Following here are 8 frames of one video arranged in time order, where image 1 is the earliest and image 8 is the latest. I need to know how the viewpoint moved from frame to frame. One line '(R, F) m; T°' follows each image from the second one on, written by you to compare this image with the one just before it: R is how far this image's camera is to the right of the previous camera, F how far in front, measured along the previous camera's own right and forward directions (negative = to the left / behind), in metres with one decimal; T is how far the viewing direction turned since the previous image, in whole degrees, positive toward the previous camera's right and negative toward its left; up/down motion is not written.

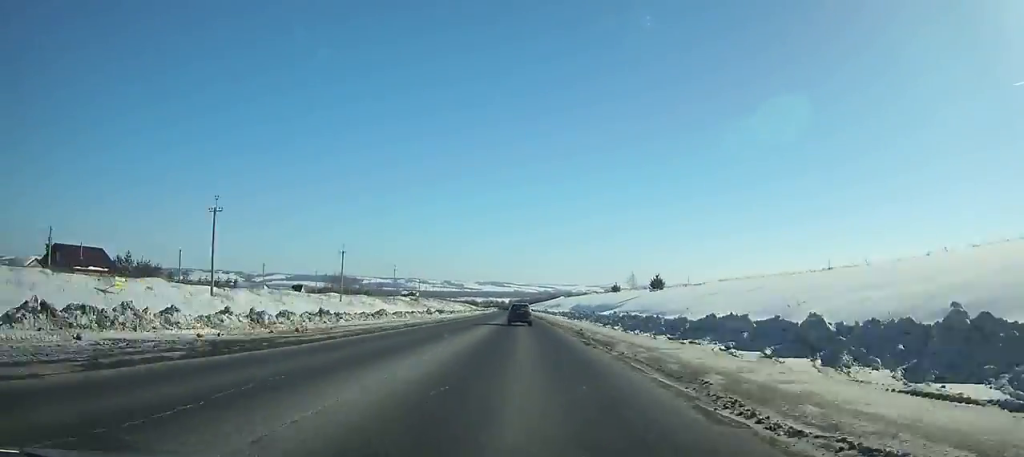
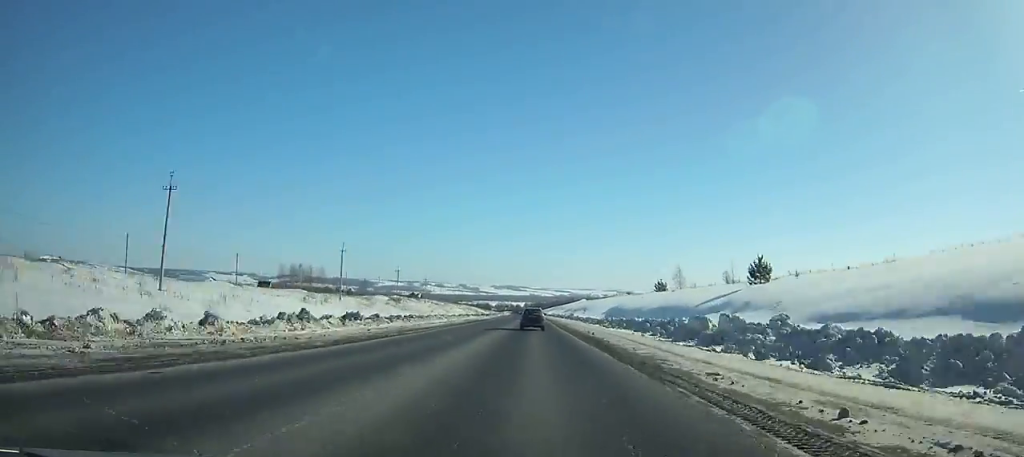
(-0.8, +53.8) m; -1°
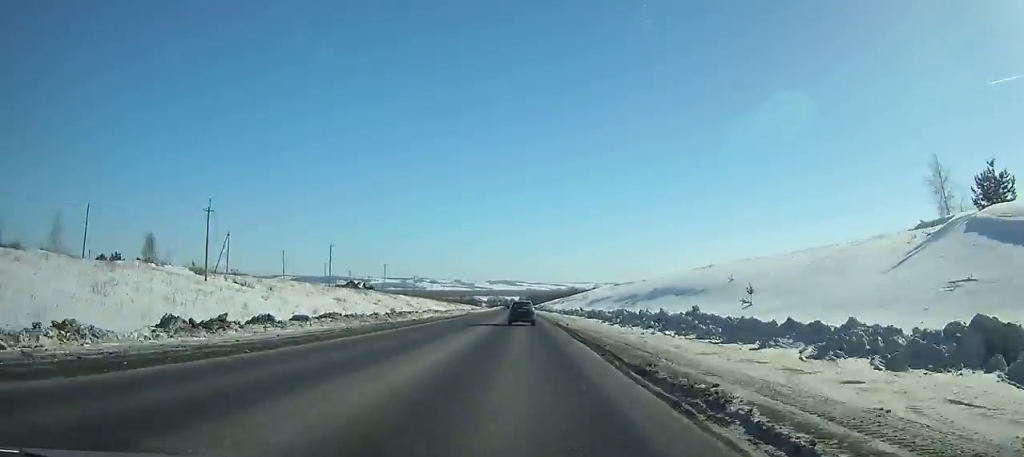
(-0.7, +131.2) m; -1°
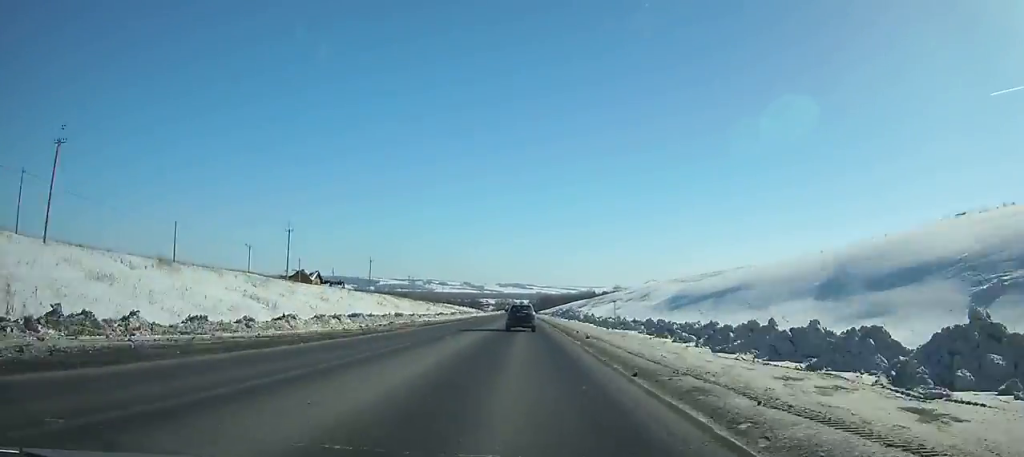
(-0.4, +74.5) m; -1°
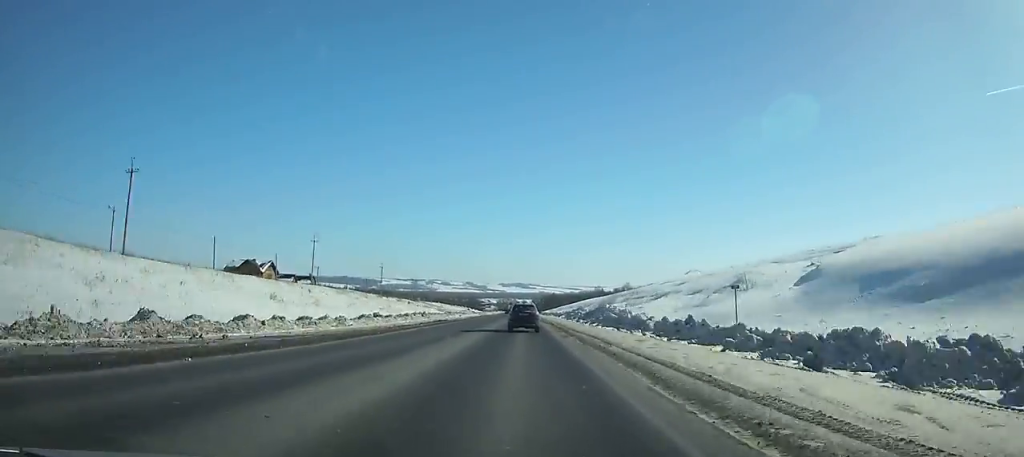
(-0.2, +40.7) m; -1°
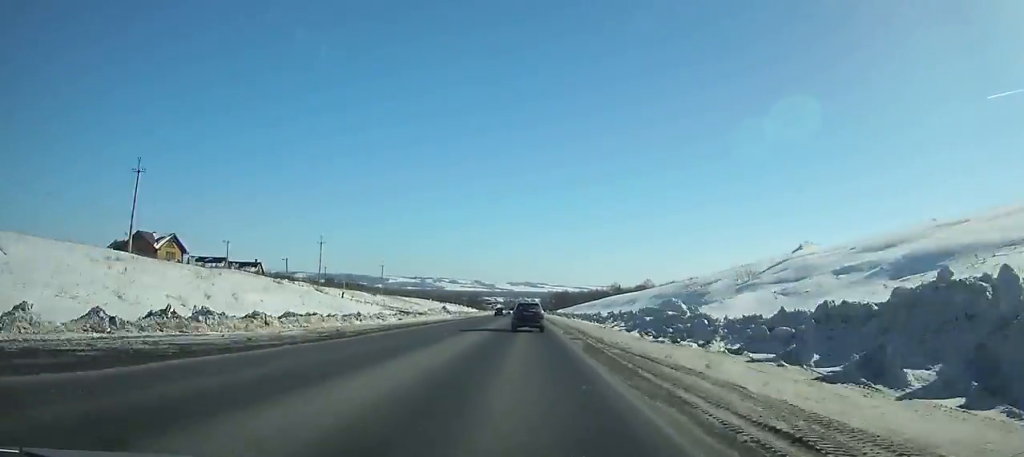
(-0.4, +54.7) m; -1°
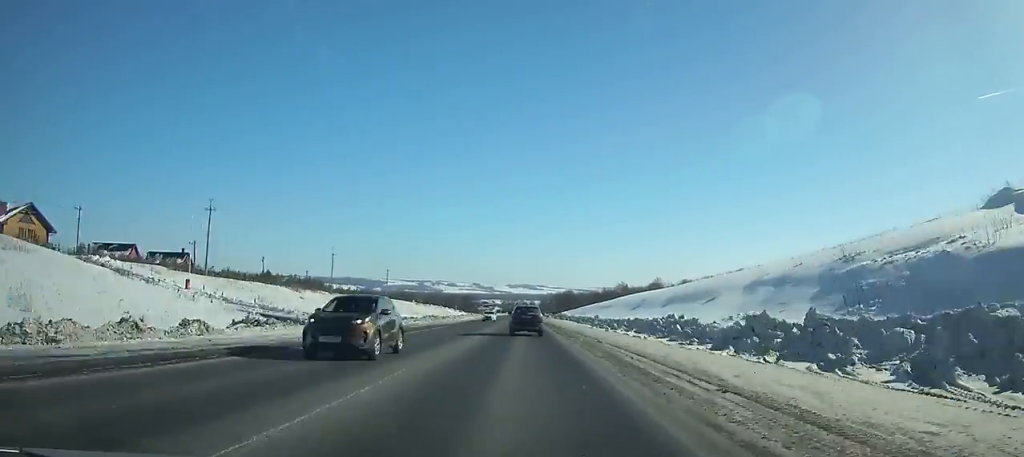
(-0.5, +40.0) m; 0°
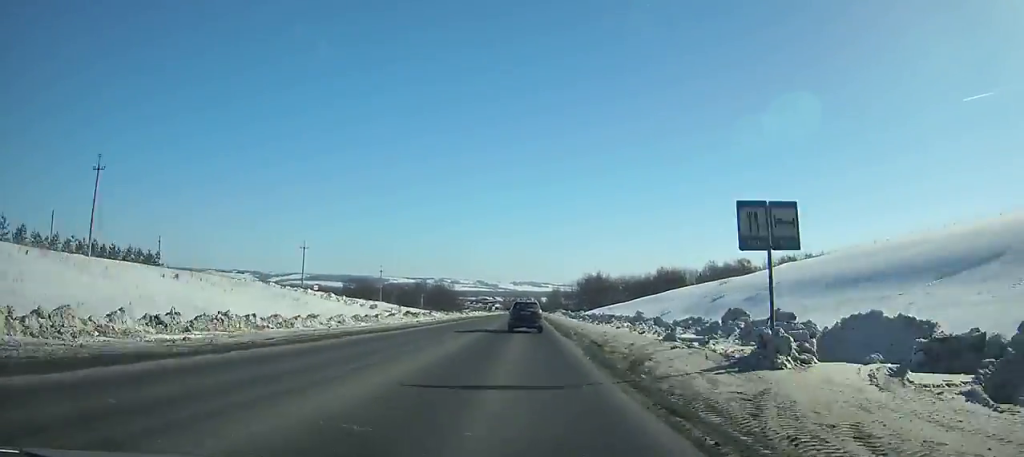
(-0.7, +116.4) m; 0°
